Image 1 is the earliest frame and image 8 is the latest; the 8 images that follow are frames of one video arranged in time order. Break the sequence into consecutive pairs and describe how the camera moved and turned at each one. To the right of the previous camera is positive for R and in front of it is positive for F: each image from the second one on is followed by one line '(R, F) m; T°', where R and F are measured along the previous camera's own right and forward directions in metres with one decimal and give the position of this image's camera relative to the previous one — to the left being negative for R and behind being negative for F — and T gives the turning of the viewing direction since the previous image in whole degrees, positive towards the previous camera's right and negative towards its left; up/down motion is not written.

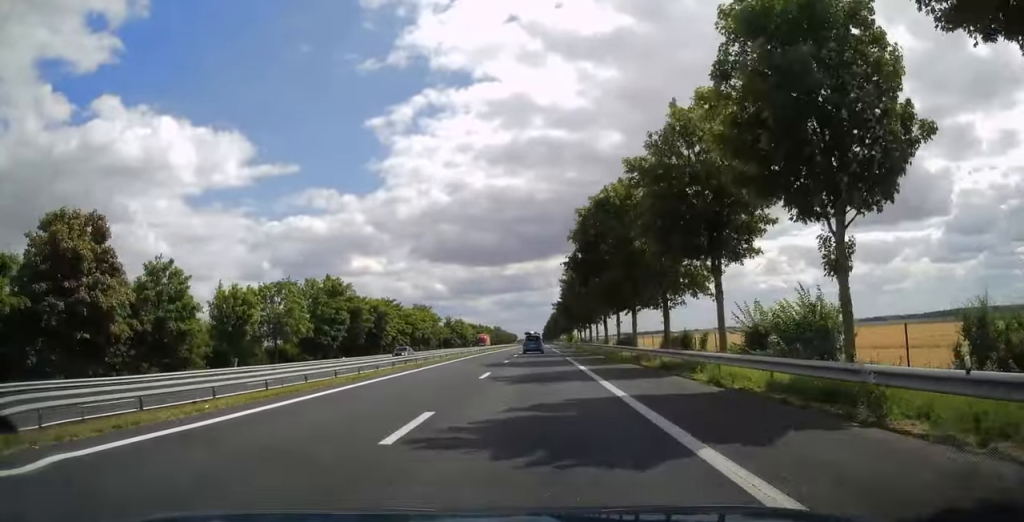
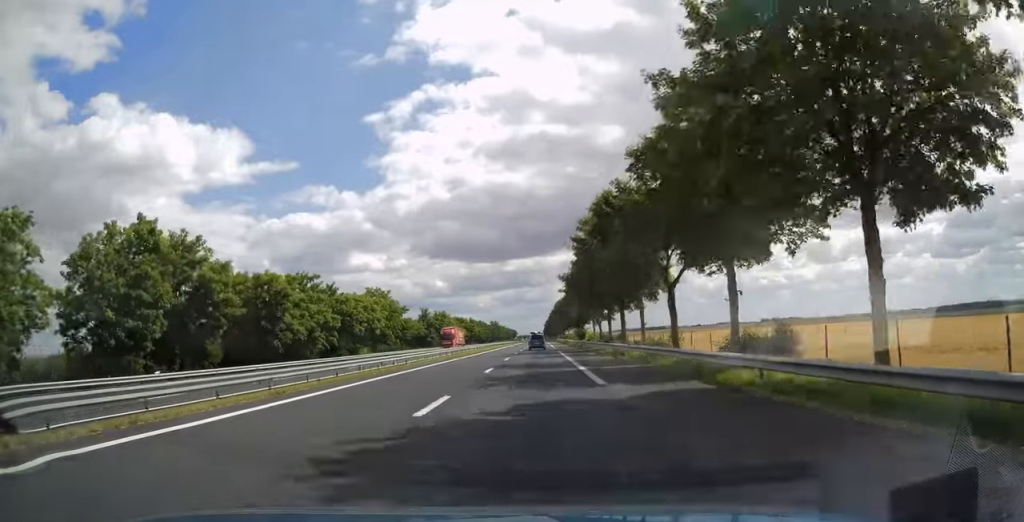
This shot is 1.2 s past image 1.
(0.0, +36.3) m; 0°
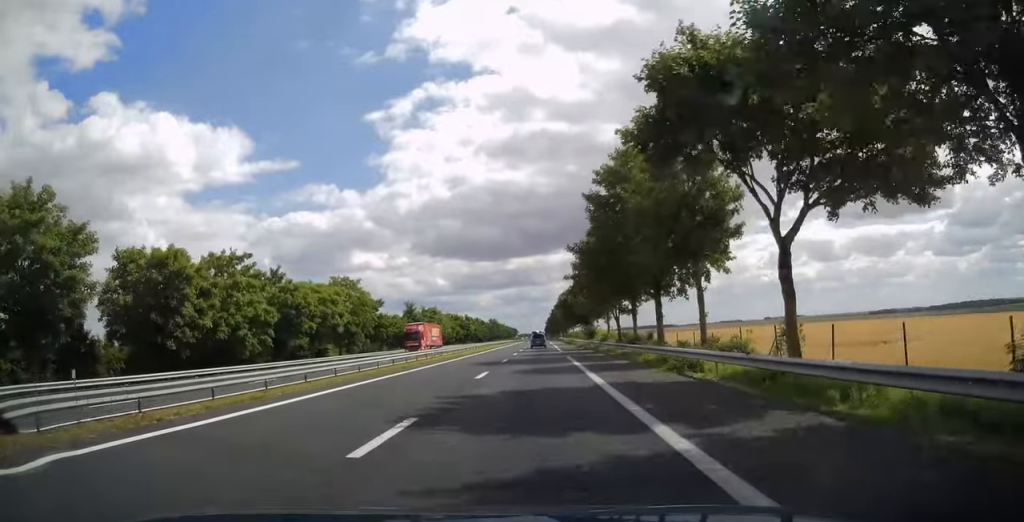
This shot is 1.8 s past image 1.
(0.0, +16.7) m; 0°
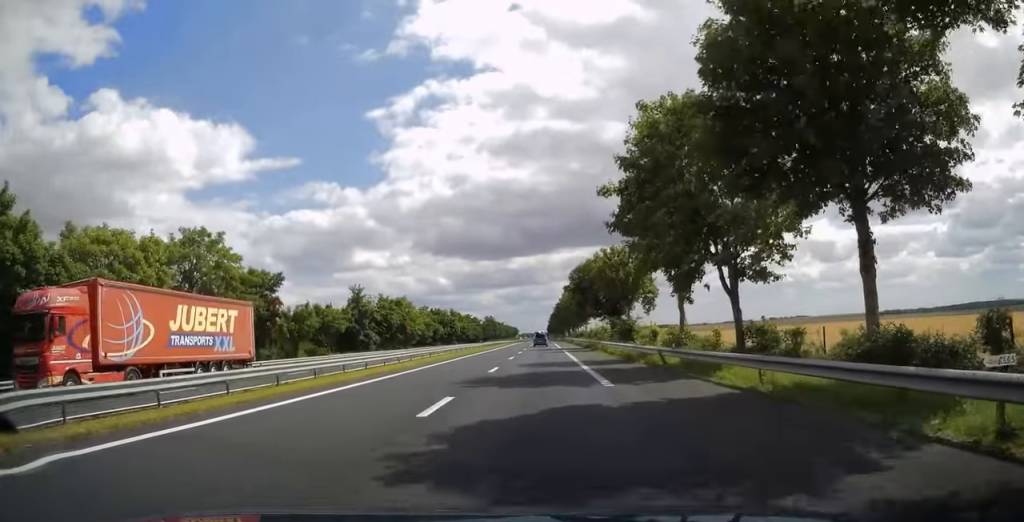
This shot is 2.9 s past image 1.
(-0.1, +40.1) m; 0°
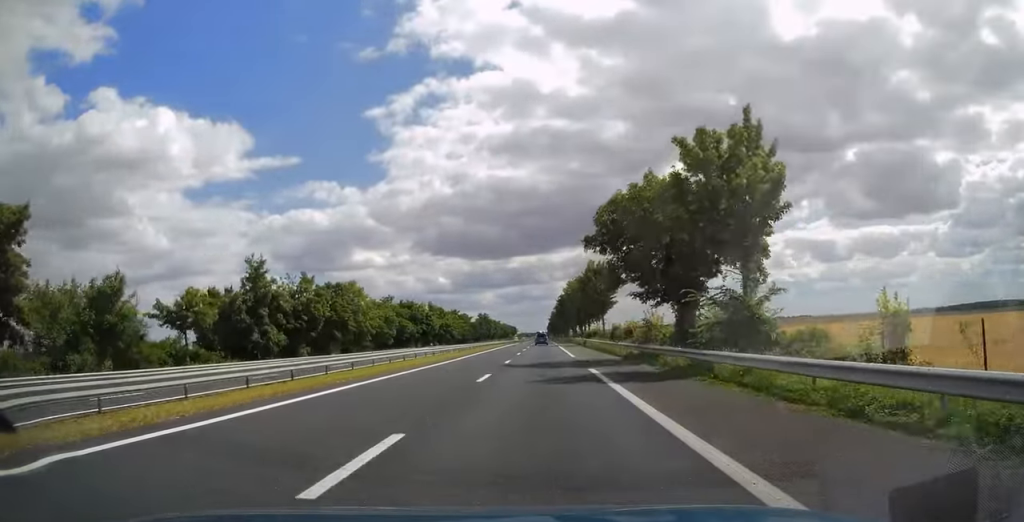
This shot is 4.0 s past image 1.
(0.0, +33.1) m; 0°
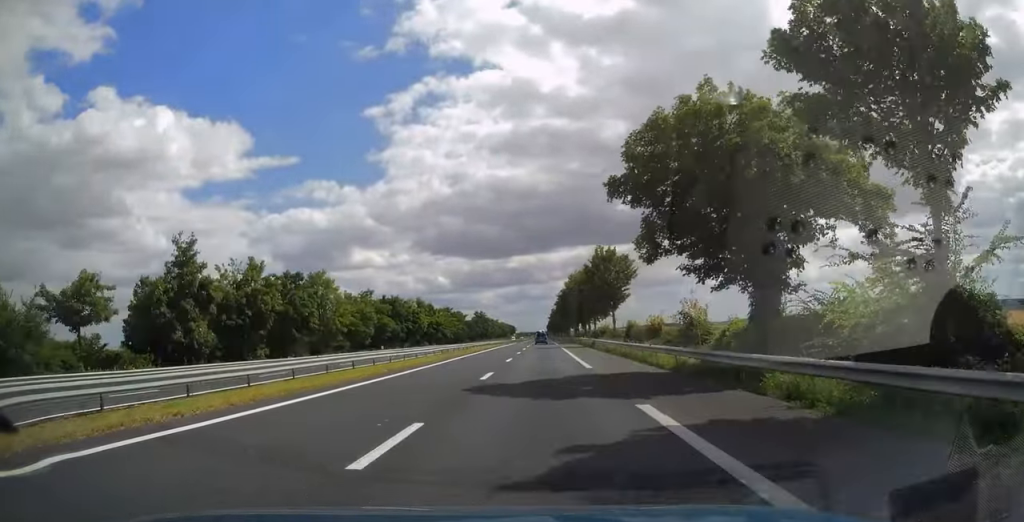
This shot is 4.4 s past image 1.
(0.0, +12.8) m; 0°
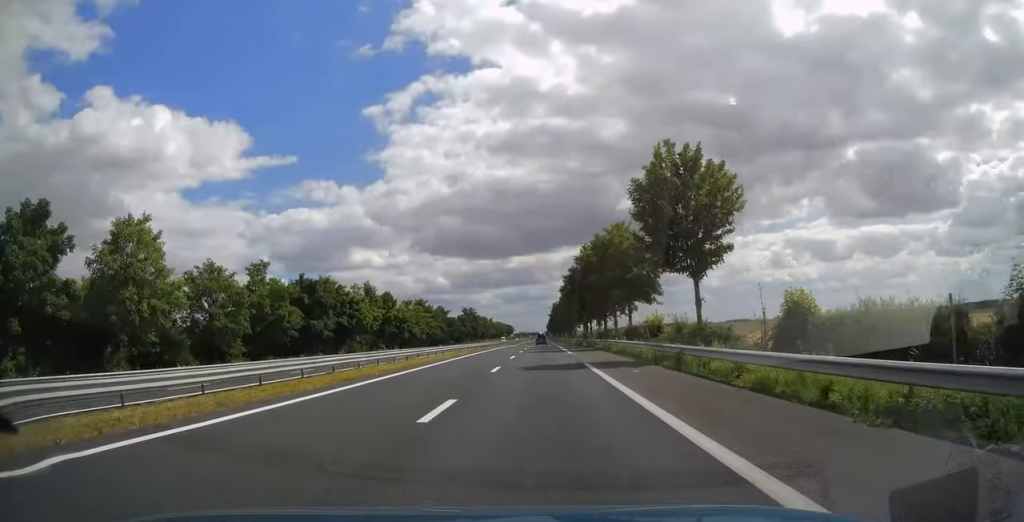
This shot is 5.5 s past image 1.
(0.0, +37.0) m; 0°
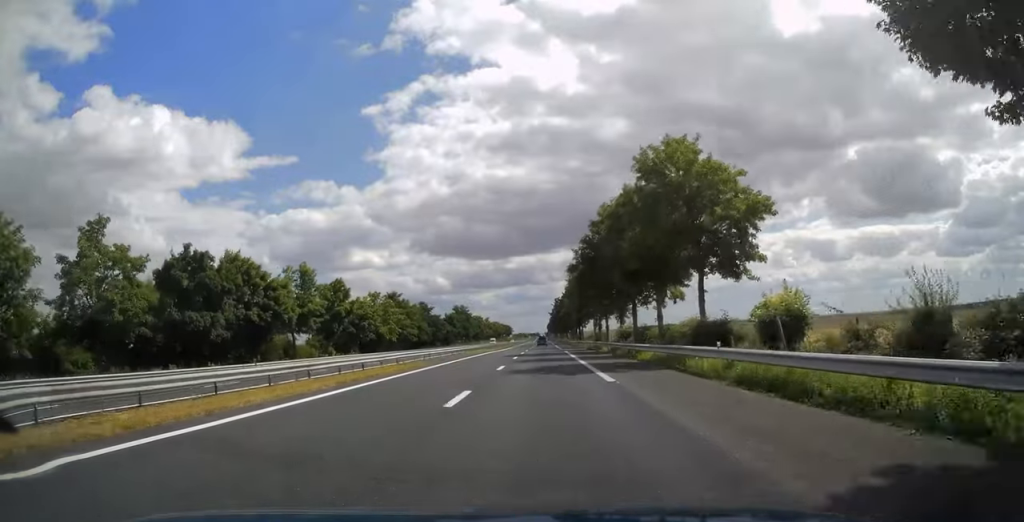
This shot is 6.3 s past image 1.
(+0.1, +23.5) m; 0°
